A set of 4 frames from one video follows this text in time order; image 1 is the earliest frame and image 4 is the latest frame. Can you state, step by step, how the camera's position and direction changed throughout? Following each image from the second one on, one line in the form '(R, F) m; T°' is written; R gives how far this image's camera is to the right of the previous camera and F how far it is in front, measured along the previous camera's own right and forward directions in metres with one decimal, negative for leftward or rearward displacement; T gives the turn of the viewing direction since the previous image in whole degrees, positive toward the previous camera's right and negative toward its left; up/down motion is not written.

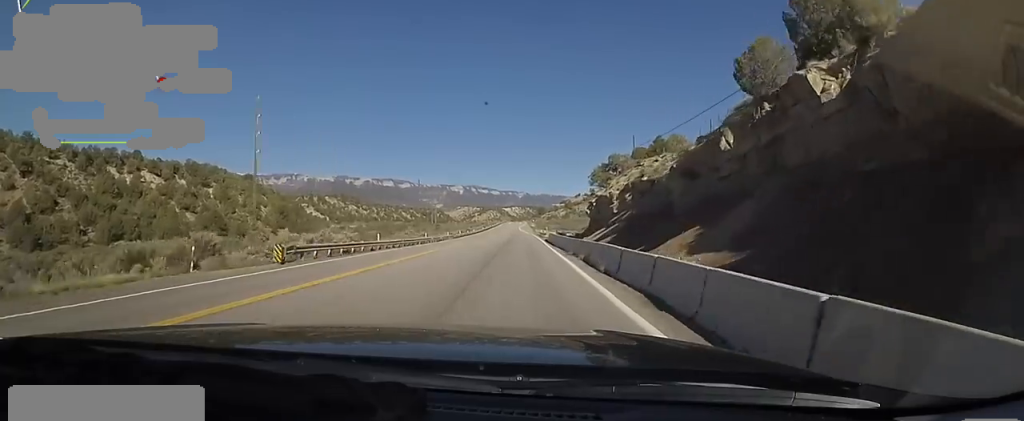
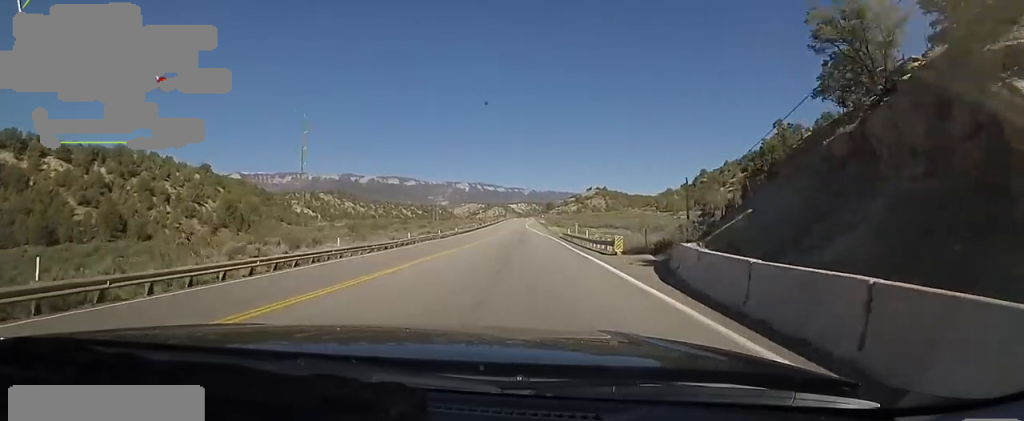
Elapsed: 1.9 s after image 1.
(-2.4, +45.7) m; -3°
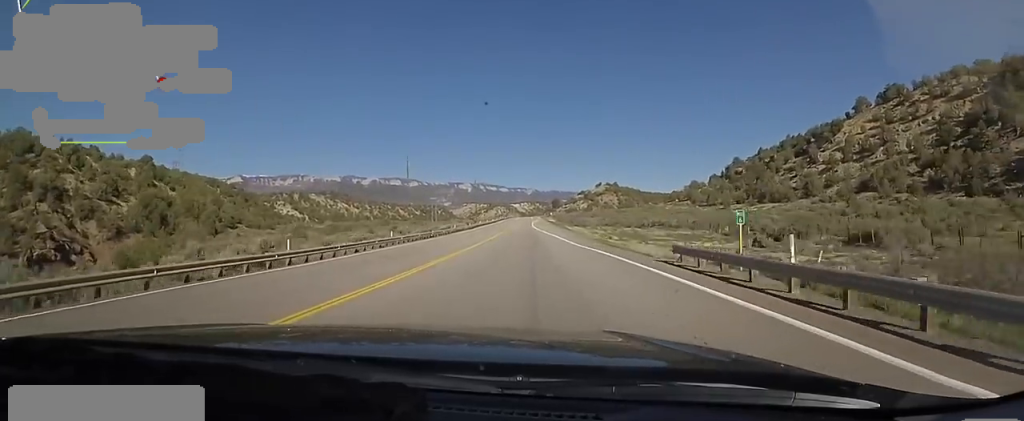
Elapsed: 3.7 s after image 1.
(+2.4, +43.7) m; +1°
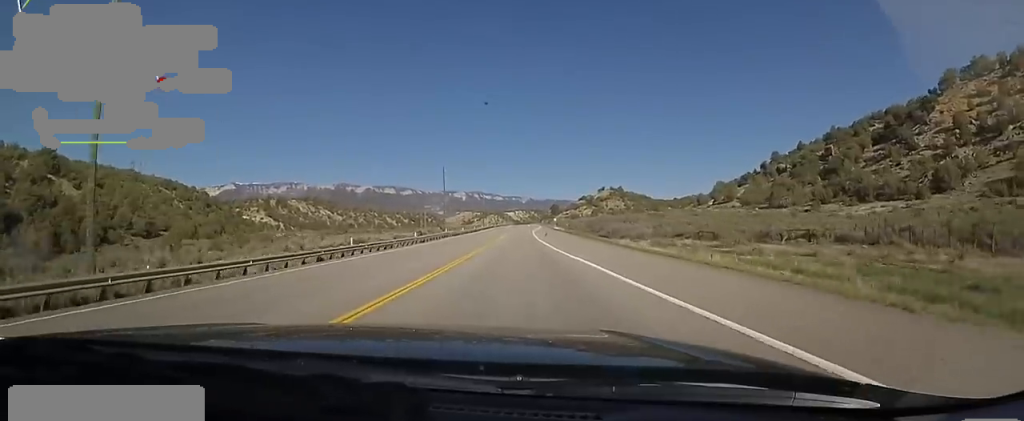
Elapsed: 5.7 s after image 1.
(-1.0, +46.0) m; +1°
